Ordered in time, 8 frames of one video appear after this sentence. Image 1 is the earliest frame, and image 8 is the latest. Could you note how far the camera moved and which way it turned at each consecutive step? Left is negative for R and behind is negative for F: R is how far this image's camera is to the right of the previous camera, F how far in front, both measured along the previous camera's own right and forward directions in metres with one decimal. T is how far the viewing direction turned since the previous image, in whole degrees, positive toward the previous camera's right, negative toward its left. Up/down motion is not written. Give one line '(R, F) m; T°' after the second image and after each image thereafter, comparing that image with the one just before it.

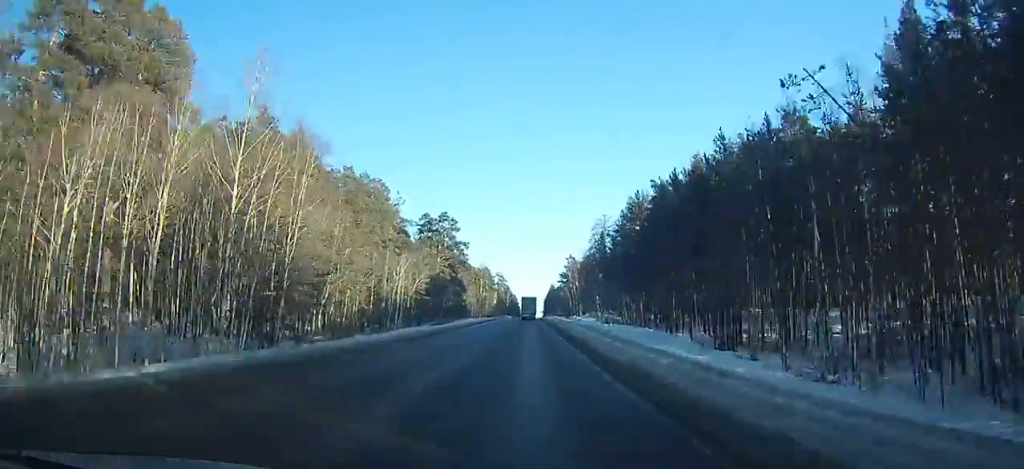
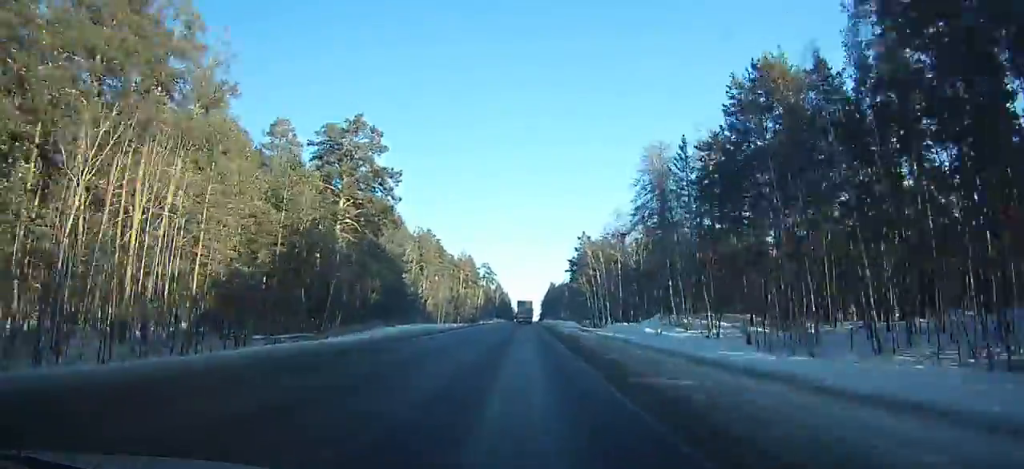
(+0.1, +59.2) m; 0°
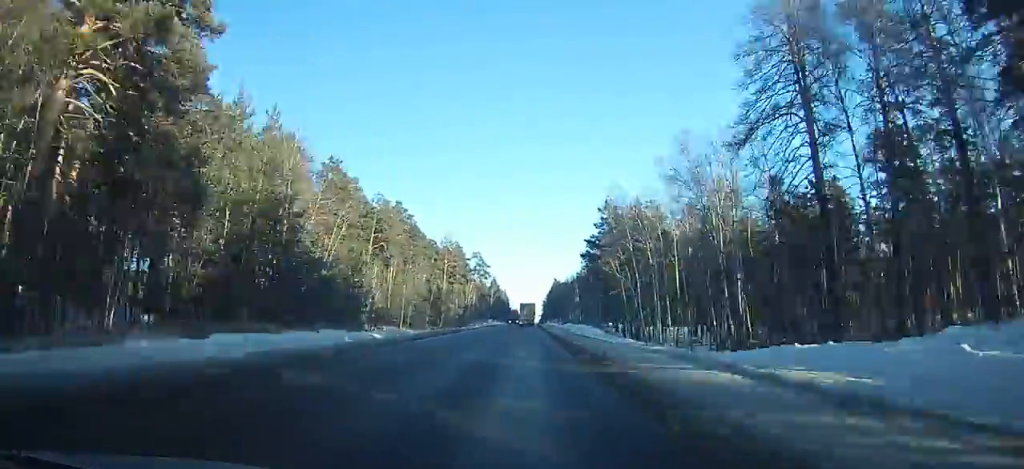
(+0.1, +37.2) m; 0°
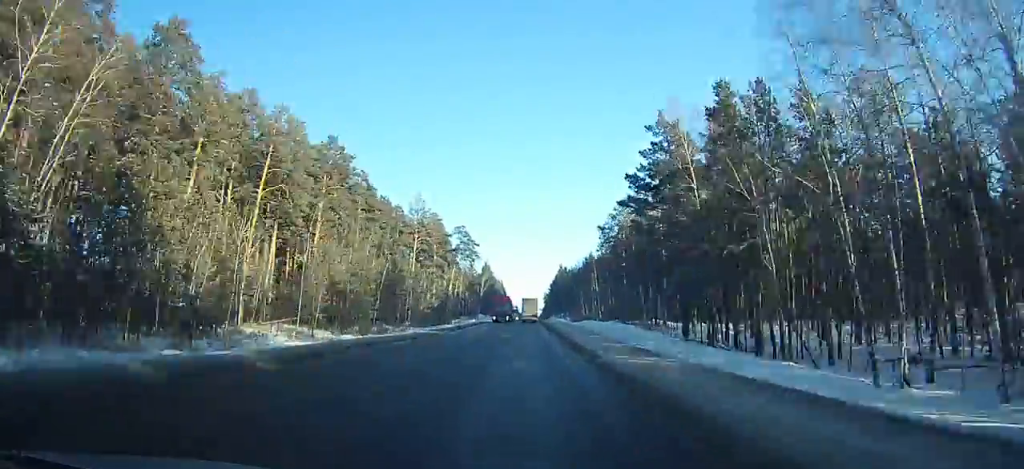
(+0.1, +39.9) m; 0°
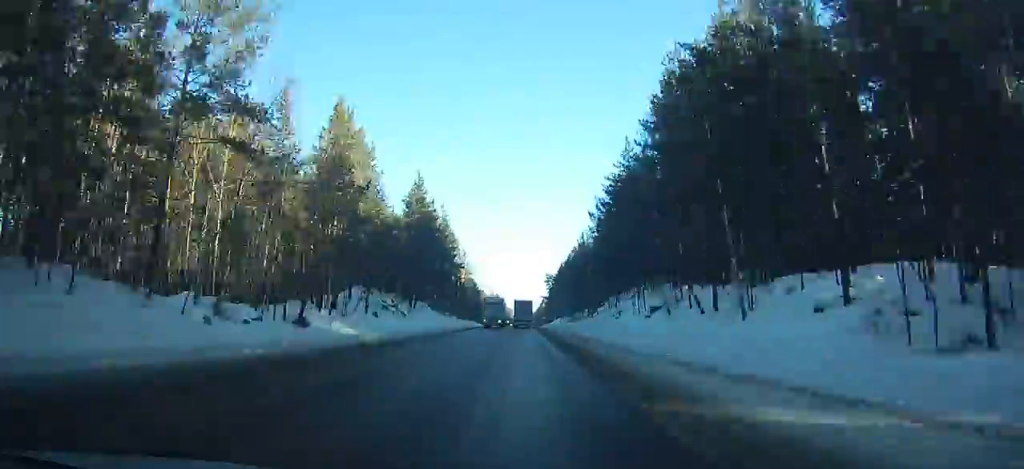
(-0.9, +173.2) m; 0°
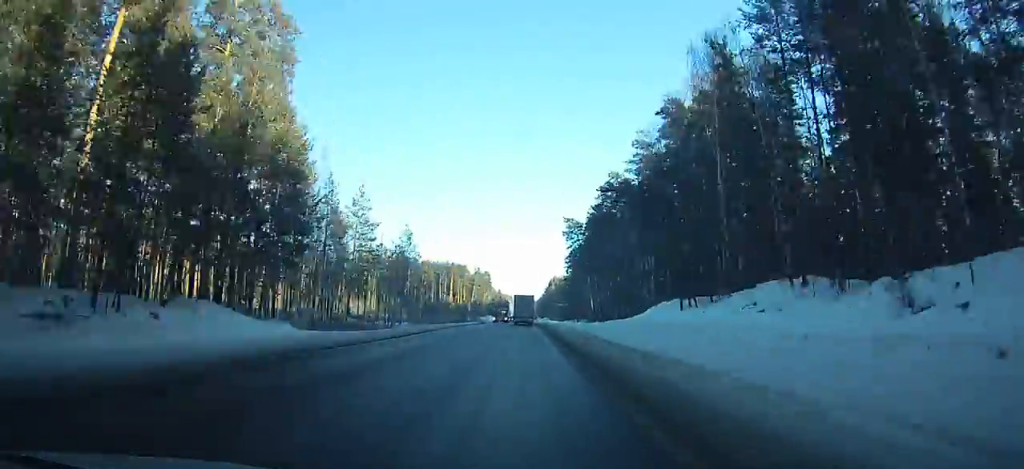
(+0.2, +125.4) m; 0°
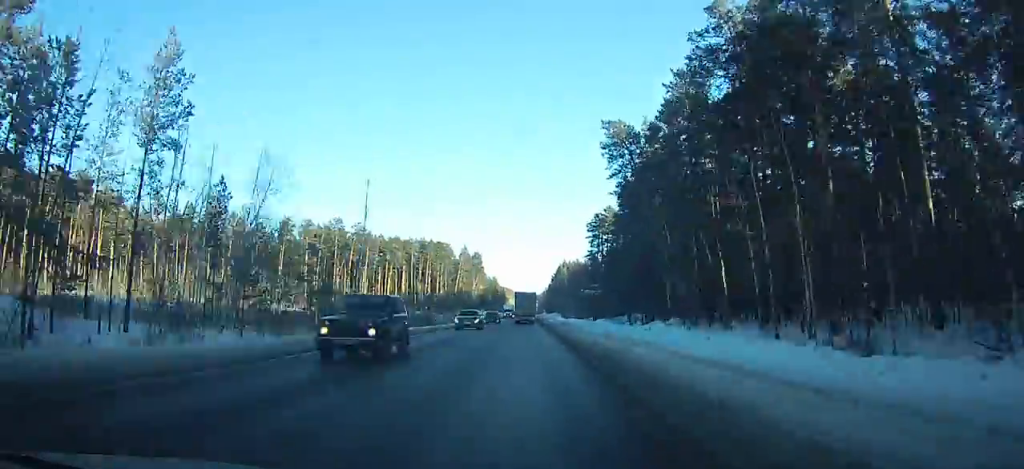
(-0.1, +66.3) m; 0°
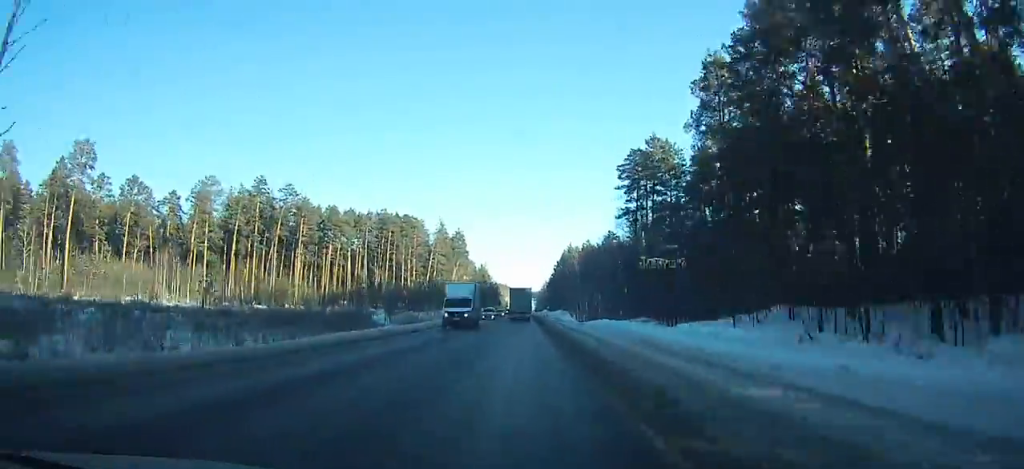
(+0.2, +49.2) m; 0°
